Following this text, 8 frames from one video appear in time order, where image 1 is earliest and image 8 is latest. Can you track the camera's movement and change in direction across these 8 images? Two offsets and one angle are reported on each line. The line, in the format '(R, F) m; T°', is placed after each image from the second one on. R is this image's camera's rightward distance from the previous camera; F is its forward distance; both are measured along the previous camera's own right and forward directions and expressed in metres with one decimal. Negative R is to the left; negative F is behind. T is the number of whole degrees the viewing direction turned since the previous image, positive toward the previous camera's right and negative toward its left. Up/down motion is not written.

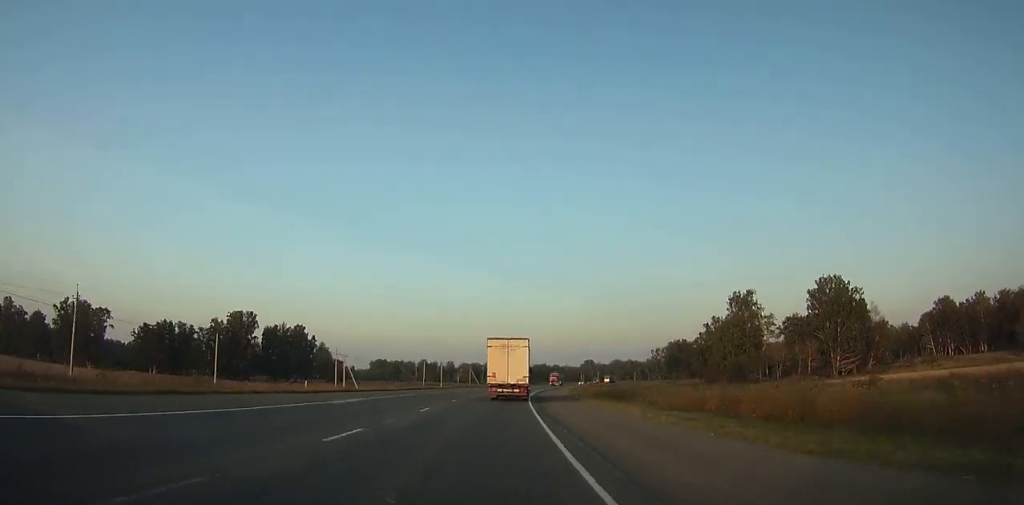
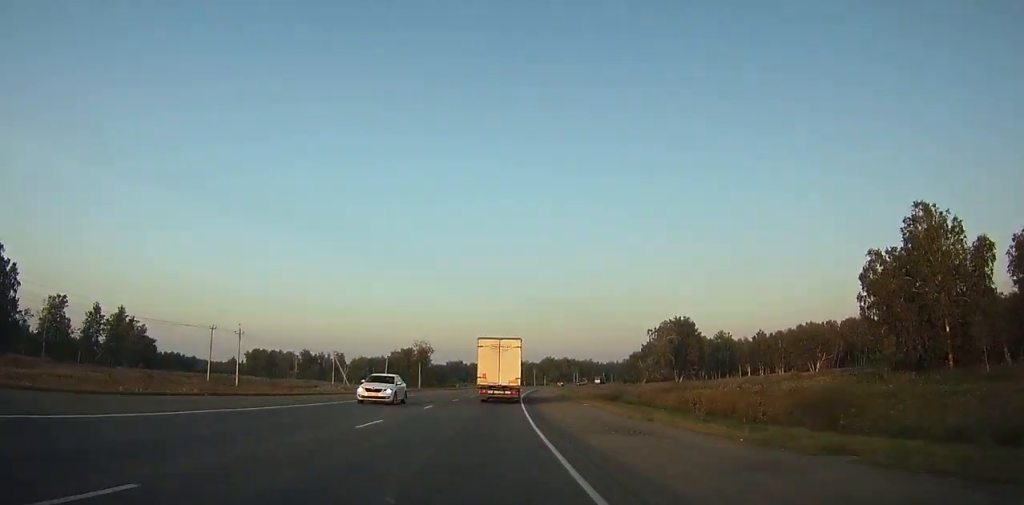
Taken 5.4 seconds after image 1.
(+6.9, +101.3) m; +8°
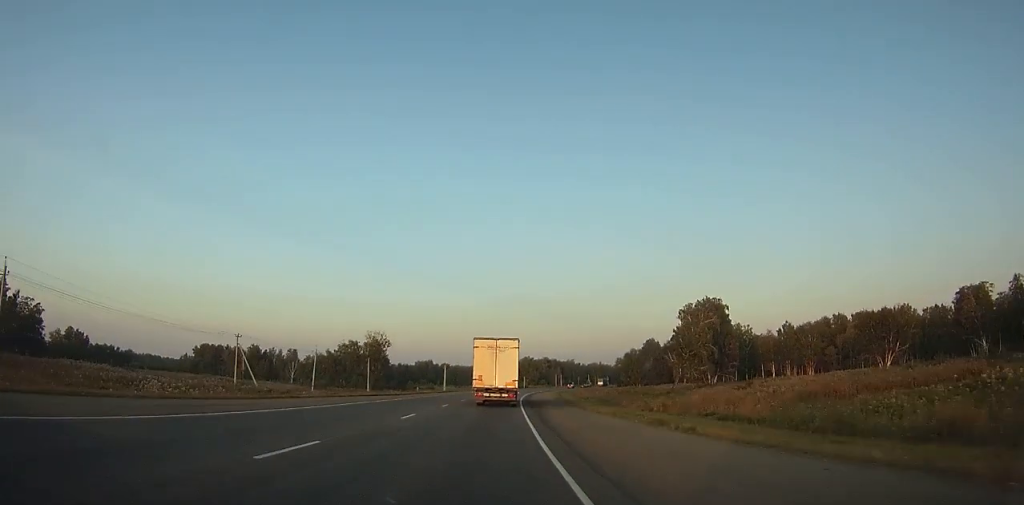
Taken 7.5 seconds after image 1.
(+1.1, +41.0) m; +3°
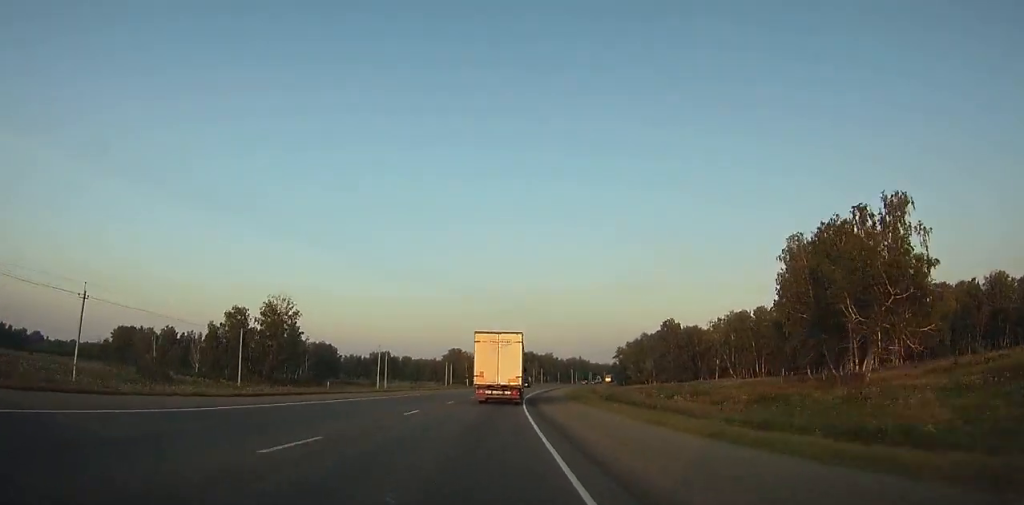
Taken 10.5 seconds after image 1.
(+1.5, +59.3) m; +3°
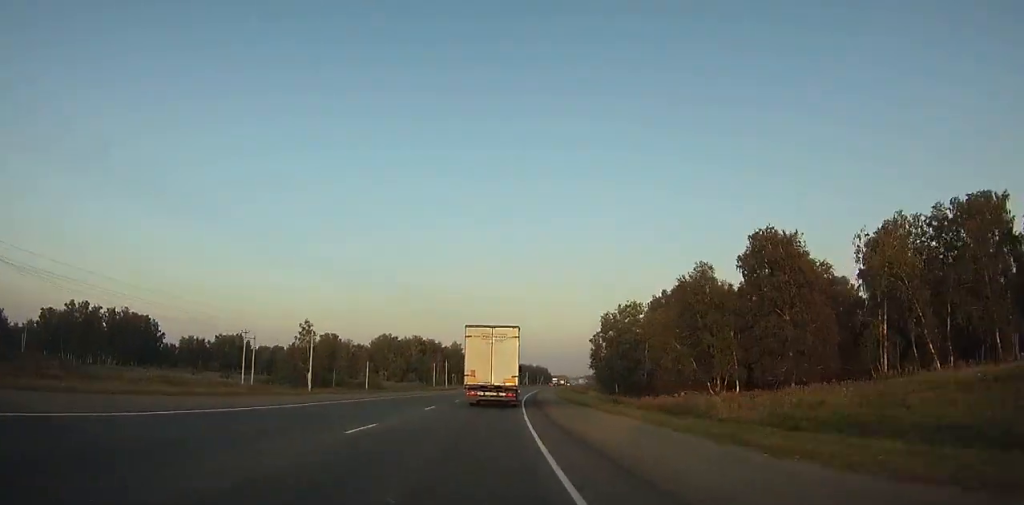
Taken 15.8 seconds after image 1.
(+6.8, +103.8) m; +8°
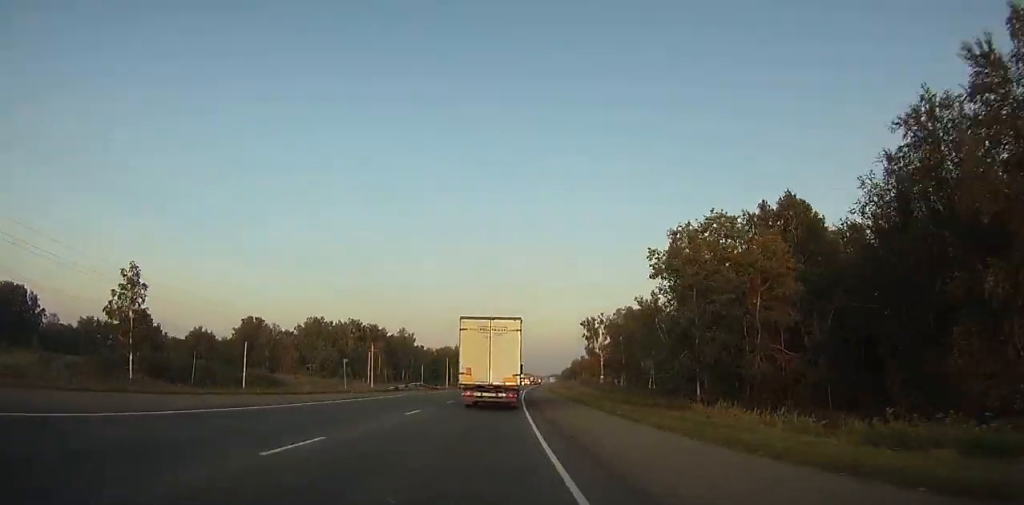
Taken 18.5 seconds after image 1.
(+1.9, +51.6) m; +4°
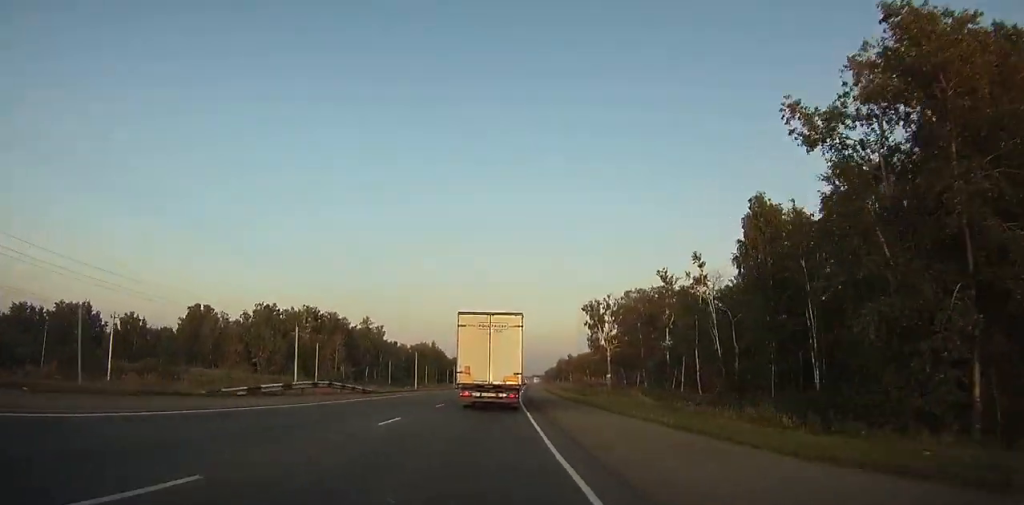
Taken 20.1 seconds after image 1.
(+0.4, +30.2) m; +2°
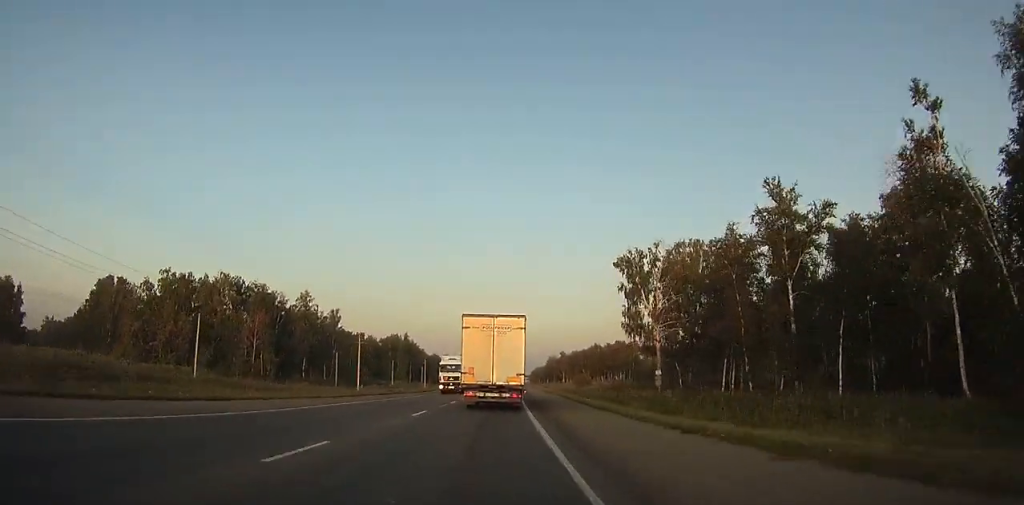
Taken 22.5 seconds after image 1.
(+1.0, +44.5) m; +2°
